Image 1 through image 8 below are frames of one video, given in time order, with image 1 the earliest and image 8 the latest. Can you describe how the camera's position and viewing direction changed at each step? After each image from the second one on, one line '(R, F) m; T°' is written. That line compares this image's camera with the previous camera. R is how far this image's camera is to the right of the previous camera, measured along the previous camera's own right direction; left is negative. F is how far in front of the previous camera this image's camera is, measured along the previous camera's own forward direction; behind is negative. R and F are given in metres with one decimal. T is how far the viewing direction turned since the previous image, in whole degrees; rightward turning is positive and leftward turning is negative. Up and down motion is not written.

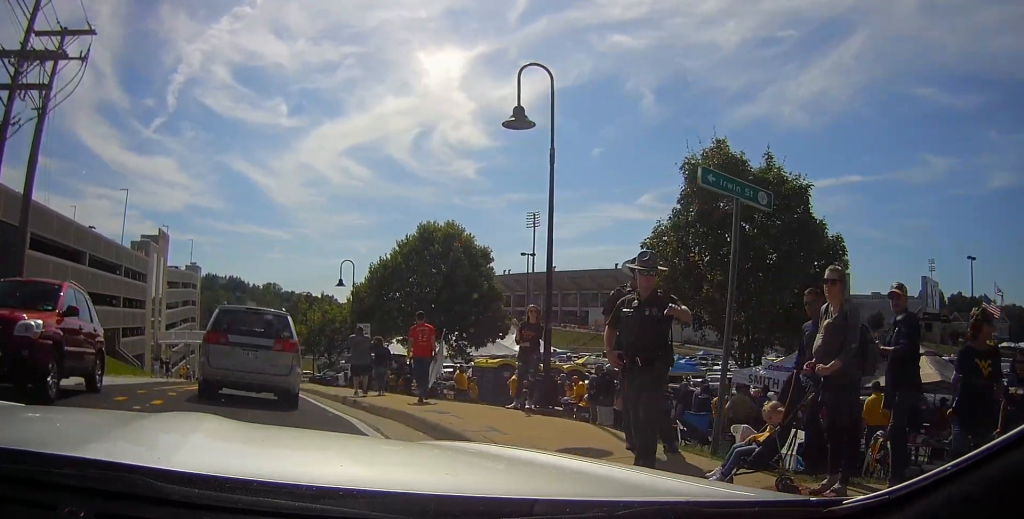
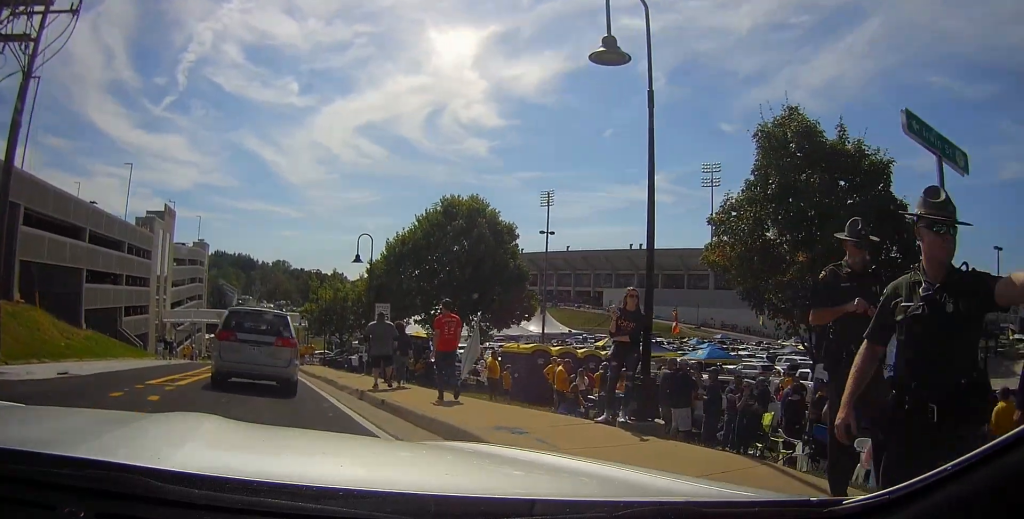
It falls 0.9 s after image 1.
(0.0, +2.9) m; 0°
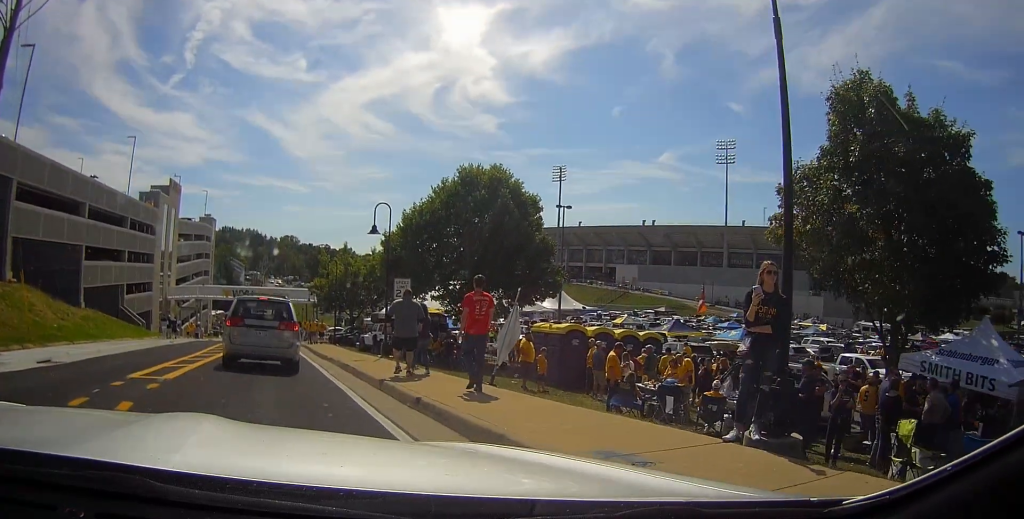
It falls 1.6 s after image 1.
(0.0, +2.4) m; 0°
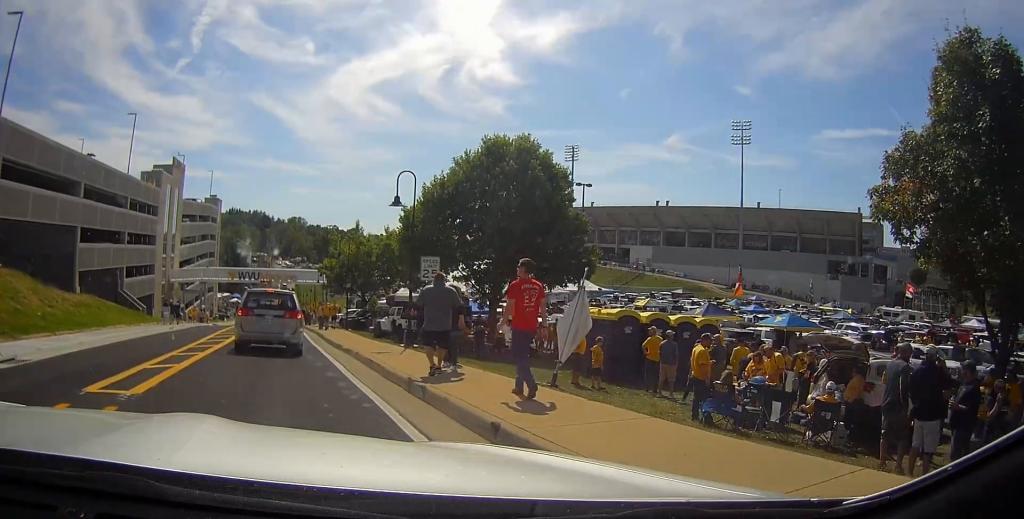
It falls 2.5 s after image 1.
(0.0, +3.2) m; 0°
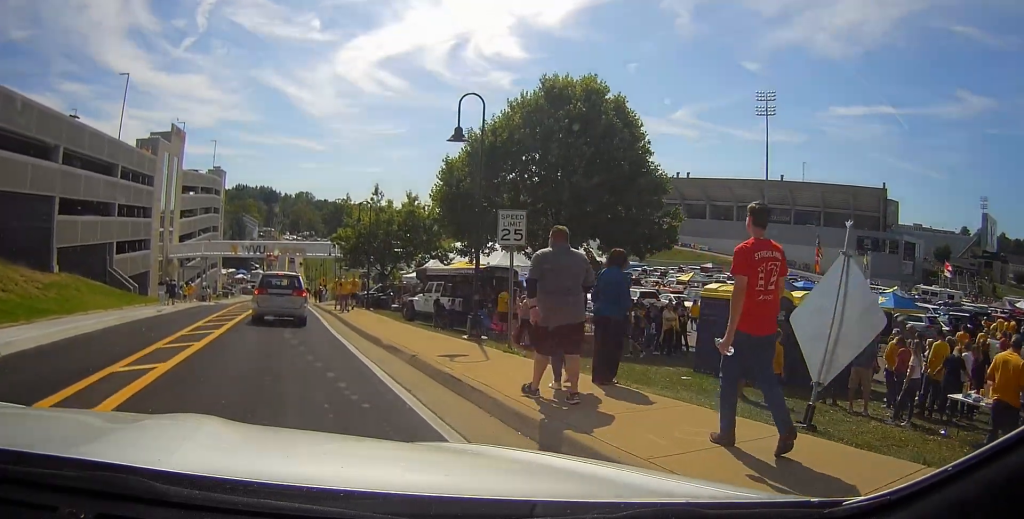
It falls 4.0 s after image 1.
(+0.1, +6.8) m; +1°
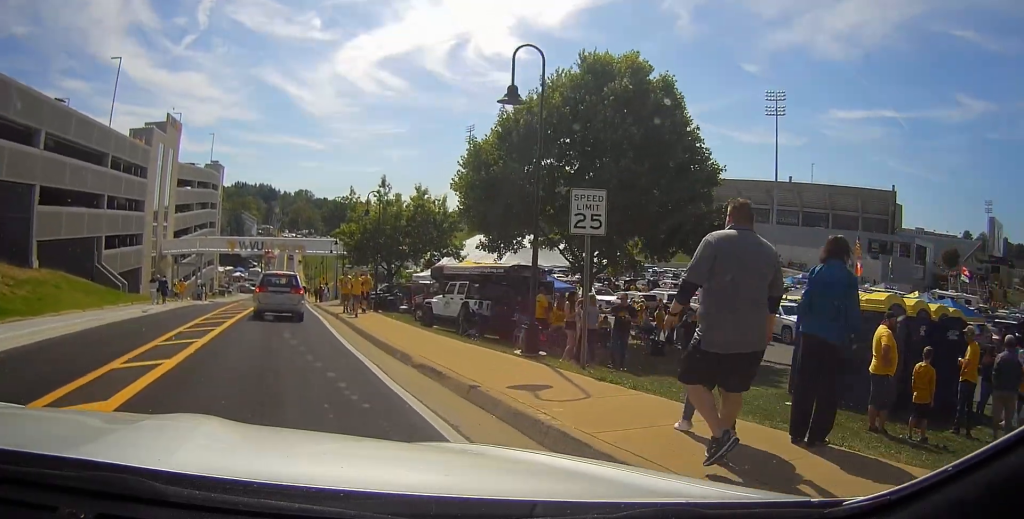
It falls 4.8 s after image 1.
(0.0, +3.7) m; 0°
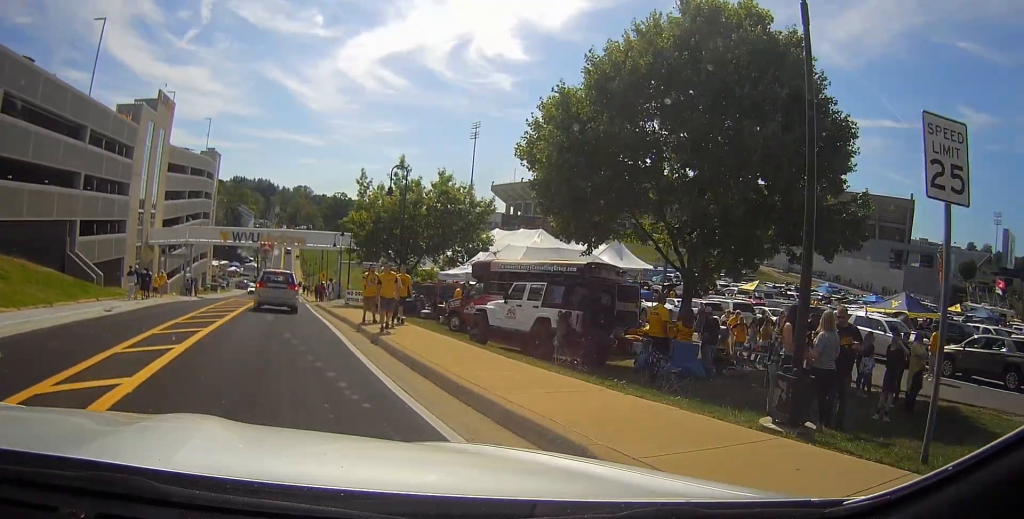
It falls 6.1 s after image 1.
(0.0, +7.0) m; -2°
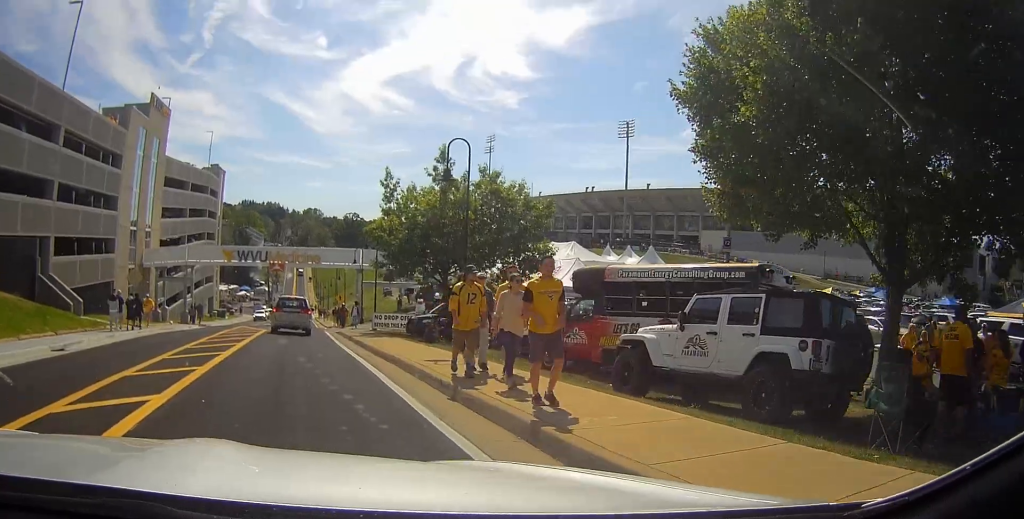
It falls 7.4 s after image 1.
(-0.3, +7.3) m; -2°
